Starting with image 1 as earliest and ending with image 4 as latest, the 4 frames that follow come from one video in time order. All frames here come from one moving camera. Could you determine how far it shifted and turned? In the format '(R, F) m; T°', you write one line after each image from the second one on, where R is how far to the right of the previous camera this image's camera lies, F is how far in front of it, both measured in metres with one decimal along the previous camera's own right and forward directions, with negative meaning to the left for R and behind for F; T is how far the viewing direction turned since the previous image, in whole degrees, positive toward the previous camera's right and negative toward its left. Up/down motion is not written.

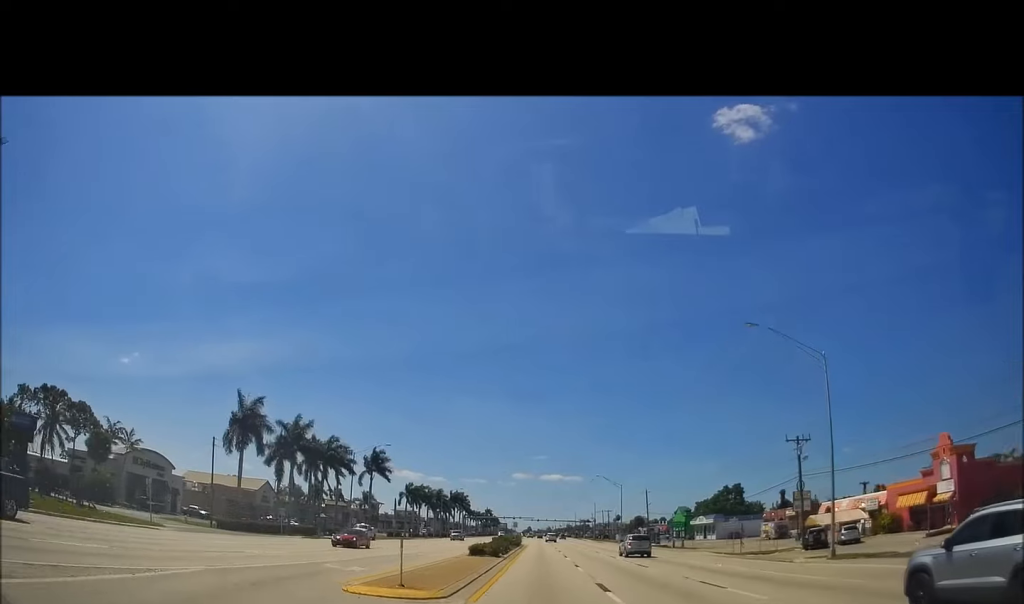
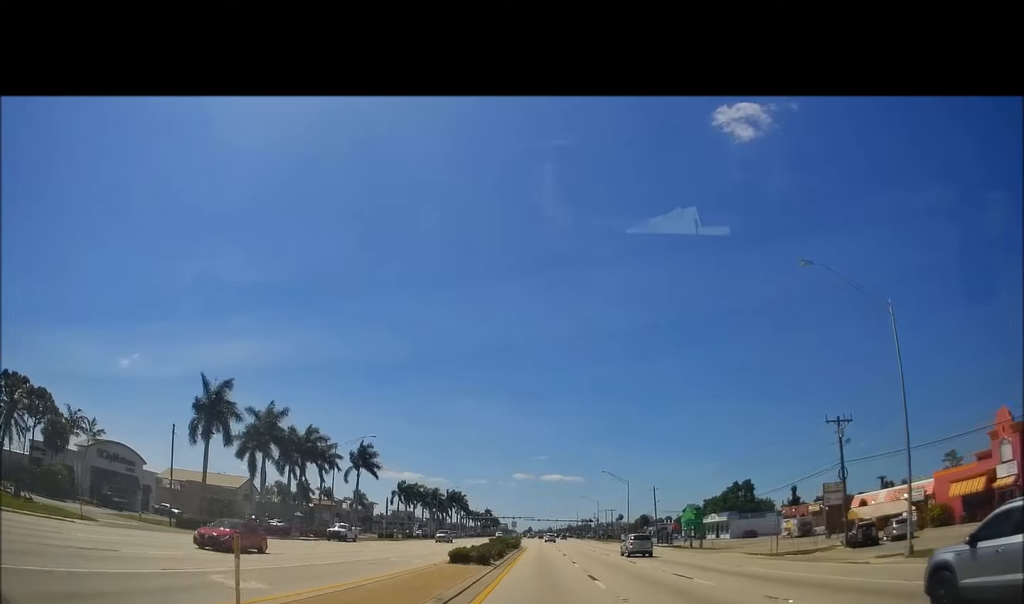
(0.0, +8.2) m; 0°
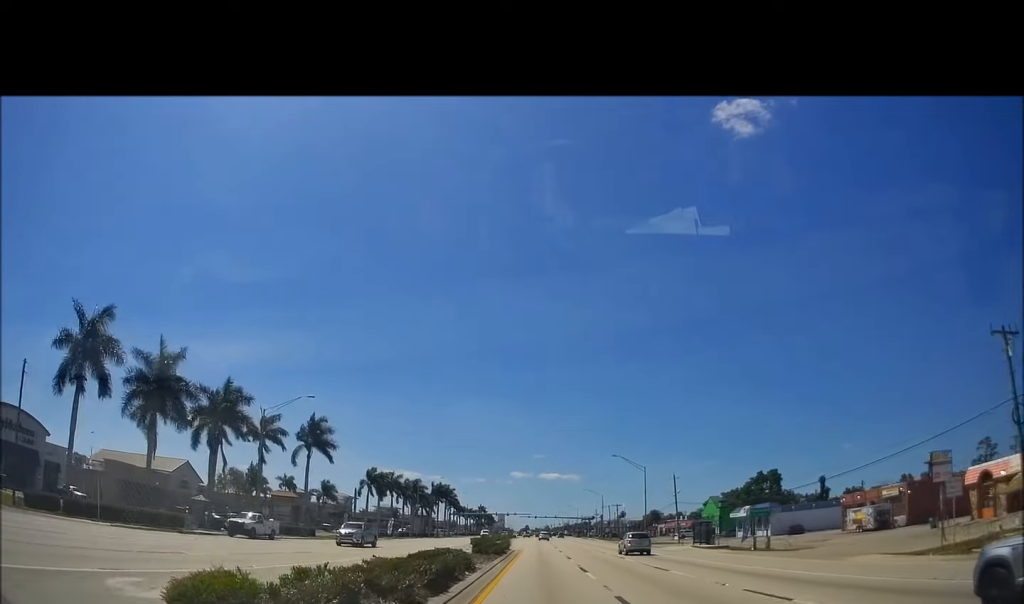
(+0.2, +20.8) m; +1°
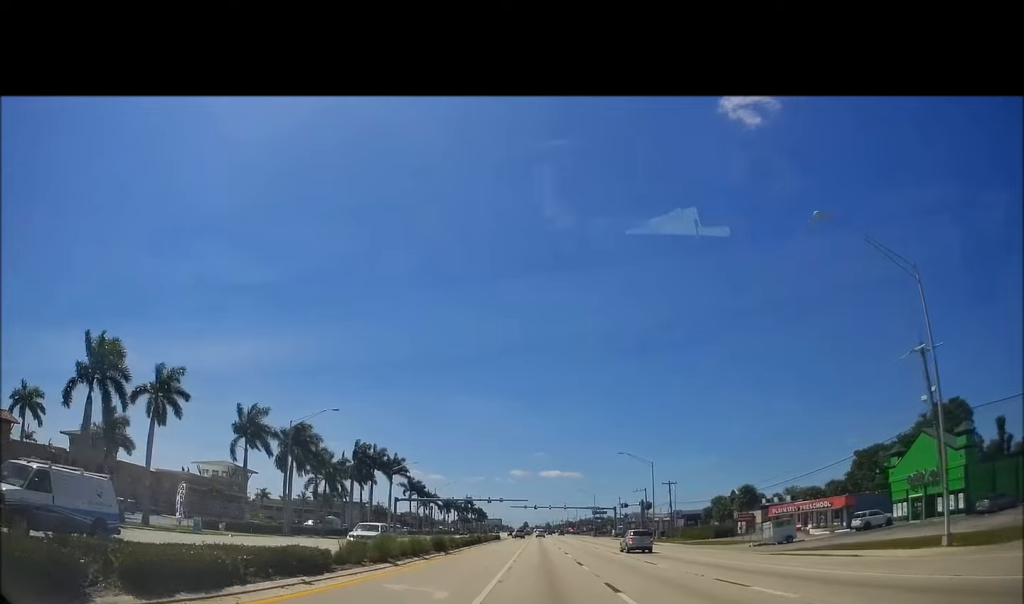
(-0.3, +71.7) m; -2°
